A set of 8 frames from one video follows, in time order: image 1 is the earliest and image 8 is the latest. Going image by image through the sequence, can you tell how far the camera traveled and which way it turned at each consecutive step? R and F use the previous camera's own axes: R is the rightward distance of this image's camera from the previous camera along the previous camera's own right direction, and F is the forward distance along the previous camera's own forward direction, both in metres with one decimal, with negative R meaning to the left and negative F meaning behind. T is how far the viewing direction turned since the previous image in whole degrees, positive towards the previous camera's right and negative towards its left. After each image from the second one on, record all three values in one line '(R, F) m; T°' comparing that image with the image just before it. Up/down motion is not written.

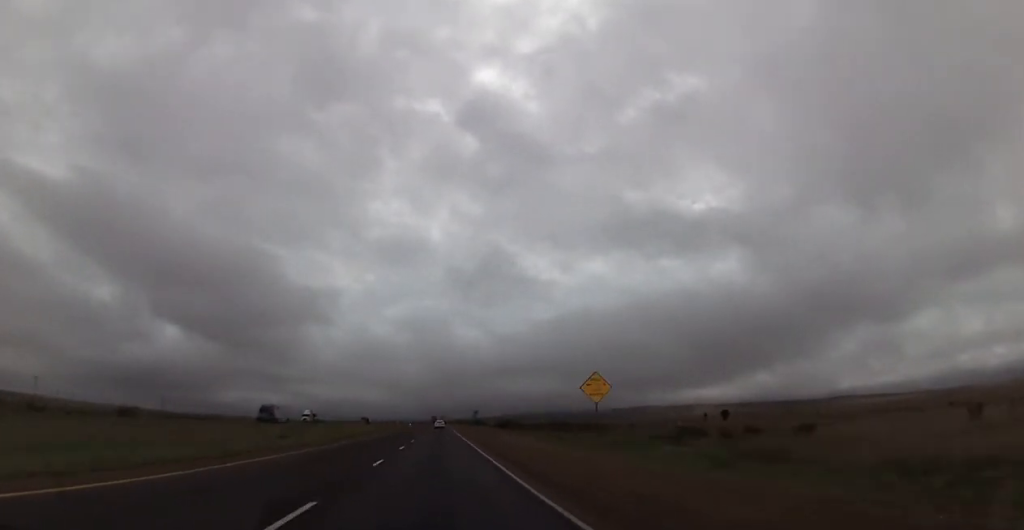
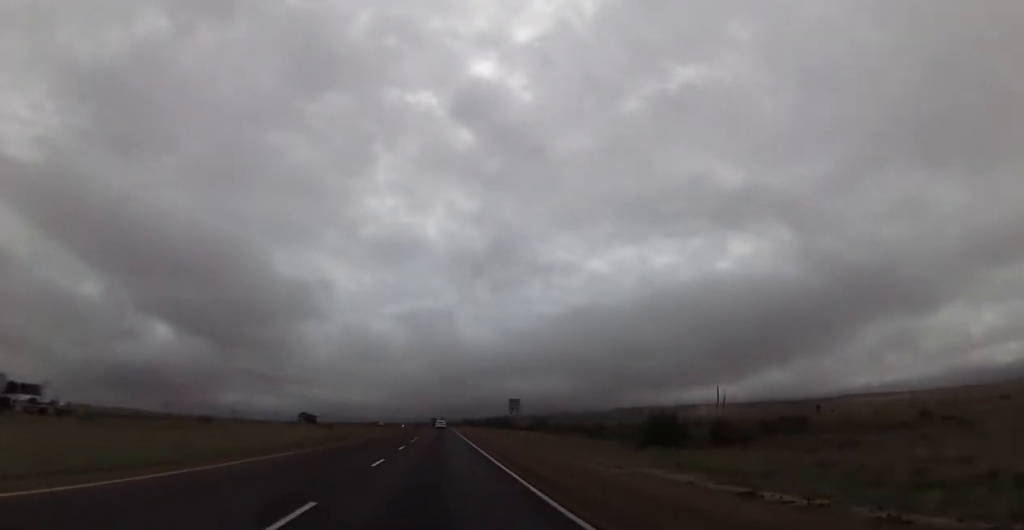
(+0.7, +85.5) m; +1°
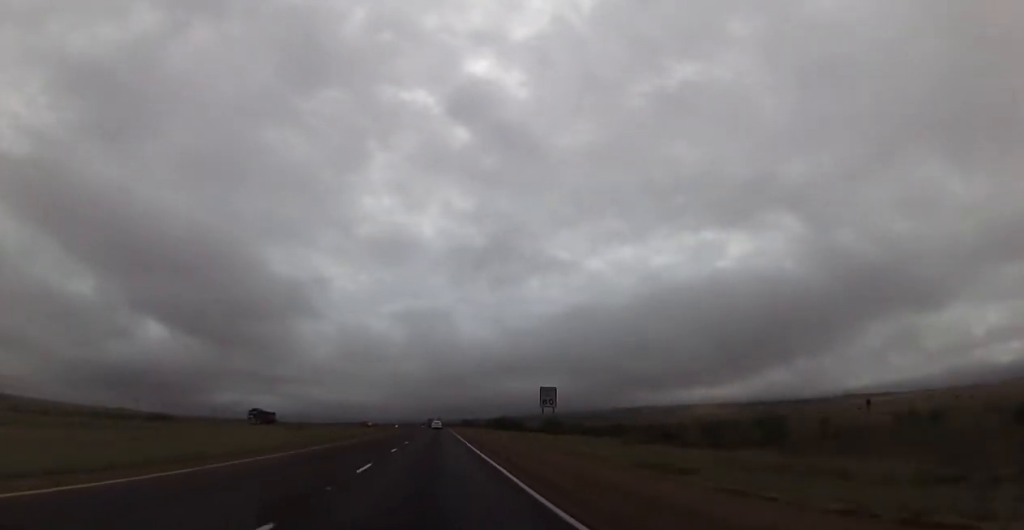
(0.0, +26.5) m; 0°
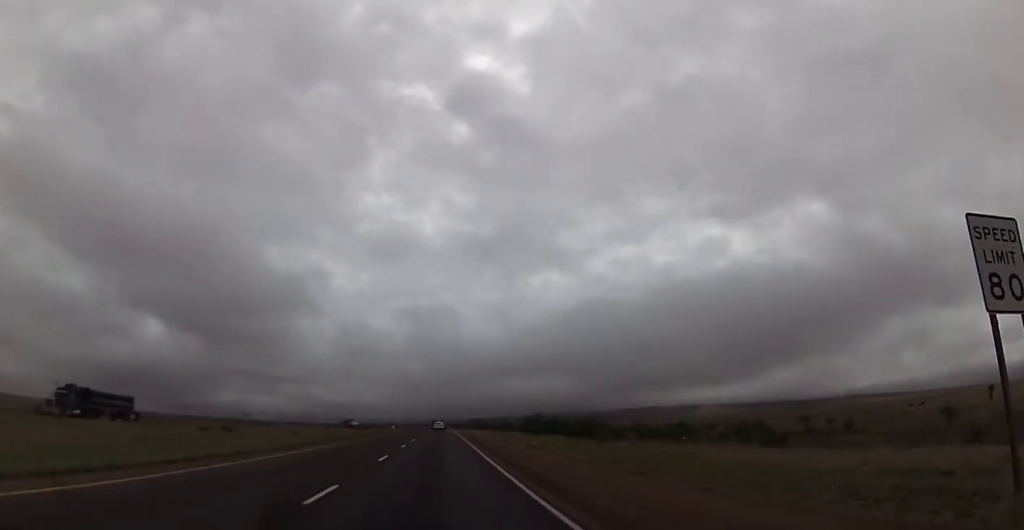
(-0.1, +43.3) m; 0°
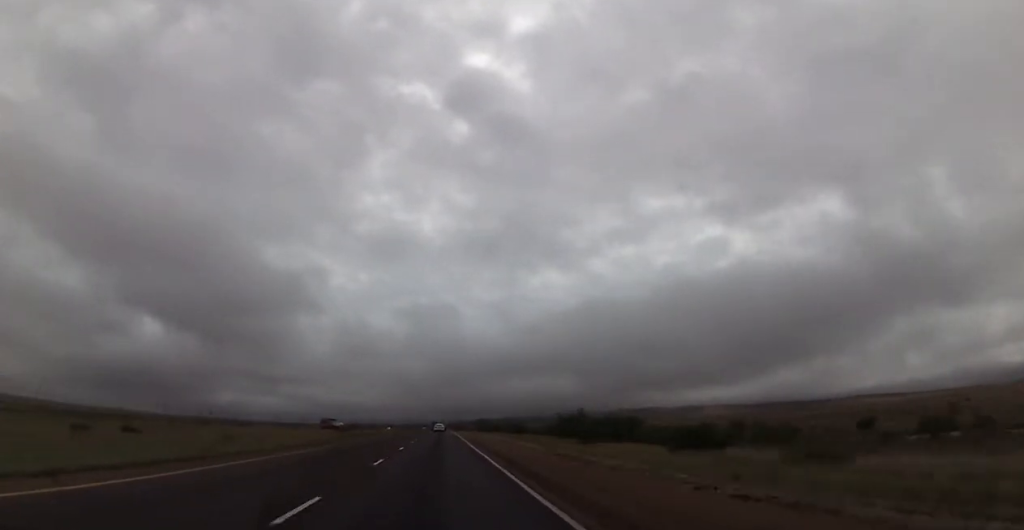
(-0.2, +26.5) m; 0°
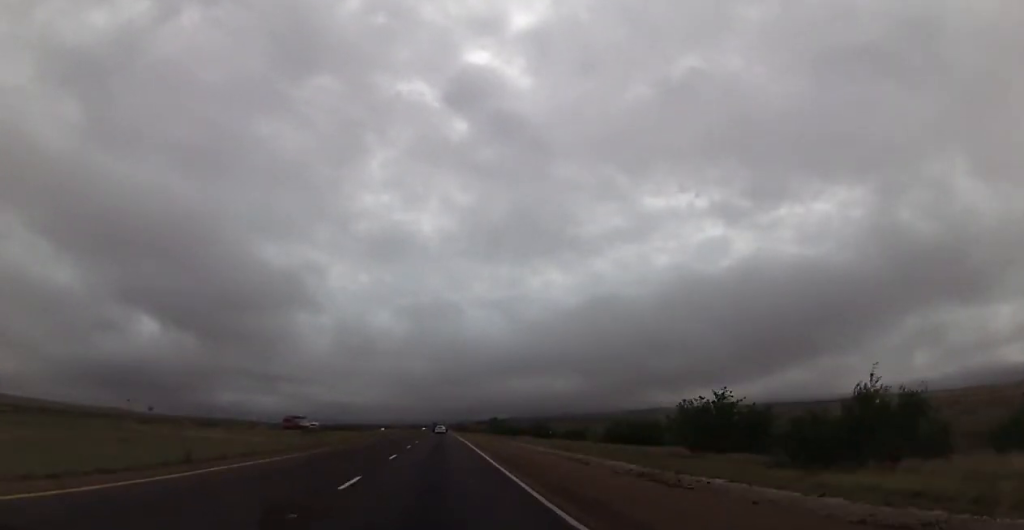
(-0.1, +31.3) m; 0°
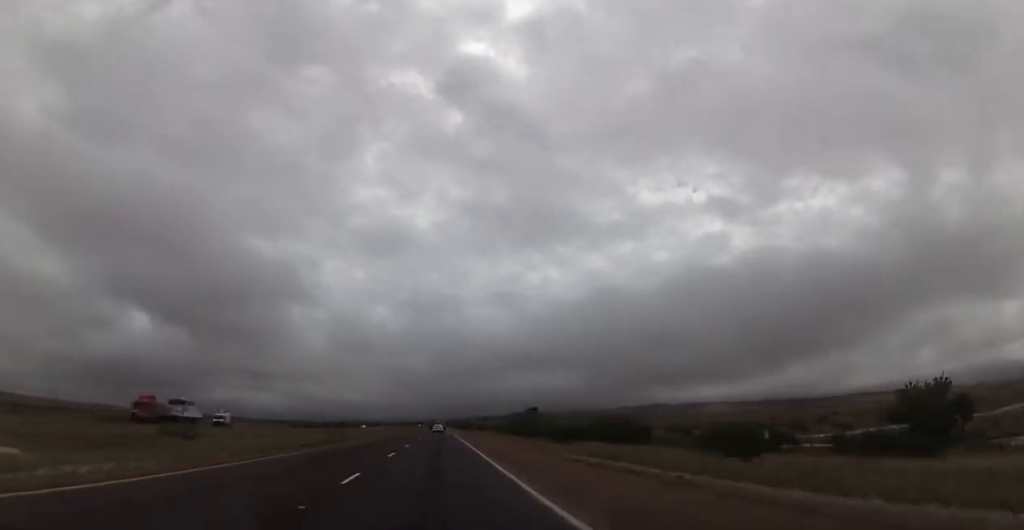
(+0.2, +48.2) m; +1°
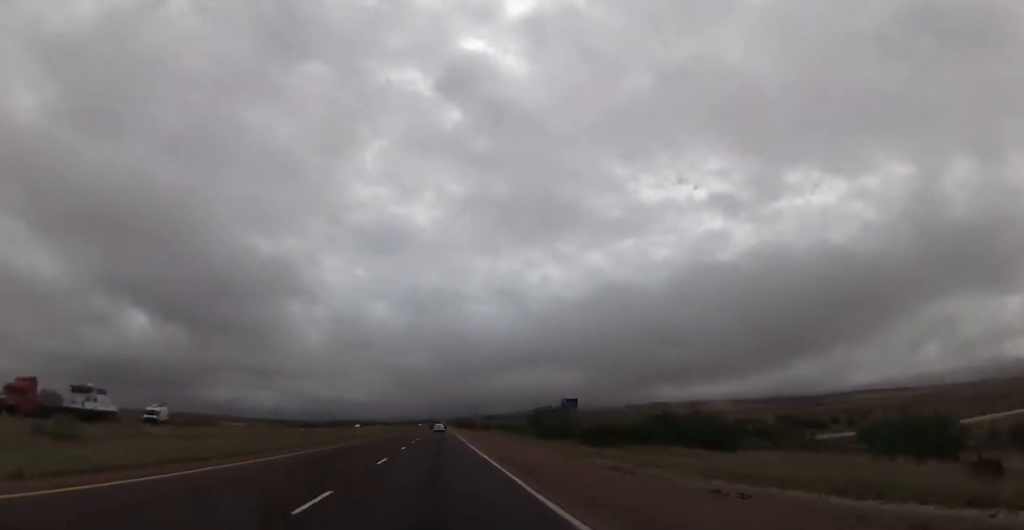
(0.0, +16.8) m; 0°
